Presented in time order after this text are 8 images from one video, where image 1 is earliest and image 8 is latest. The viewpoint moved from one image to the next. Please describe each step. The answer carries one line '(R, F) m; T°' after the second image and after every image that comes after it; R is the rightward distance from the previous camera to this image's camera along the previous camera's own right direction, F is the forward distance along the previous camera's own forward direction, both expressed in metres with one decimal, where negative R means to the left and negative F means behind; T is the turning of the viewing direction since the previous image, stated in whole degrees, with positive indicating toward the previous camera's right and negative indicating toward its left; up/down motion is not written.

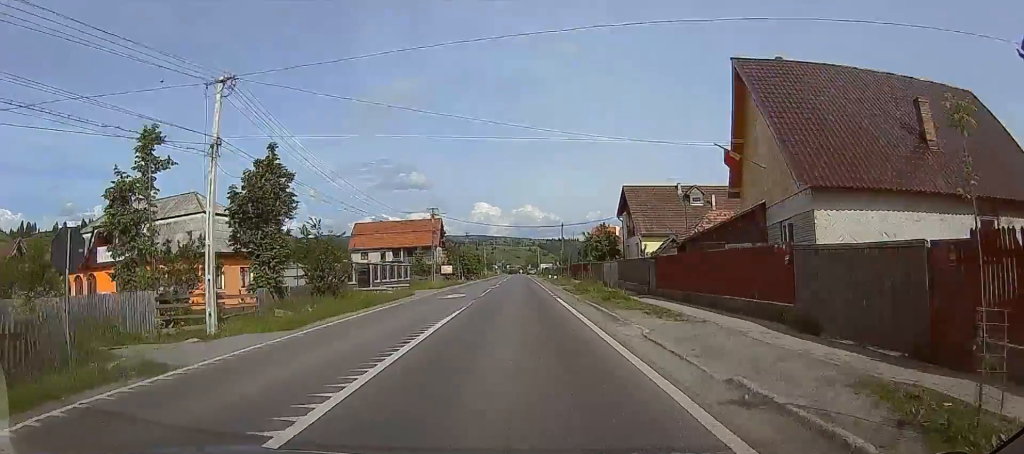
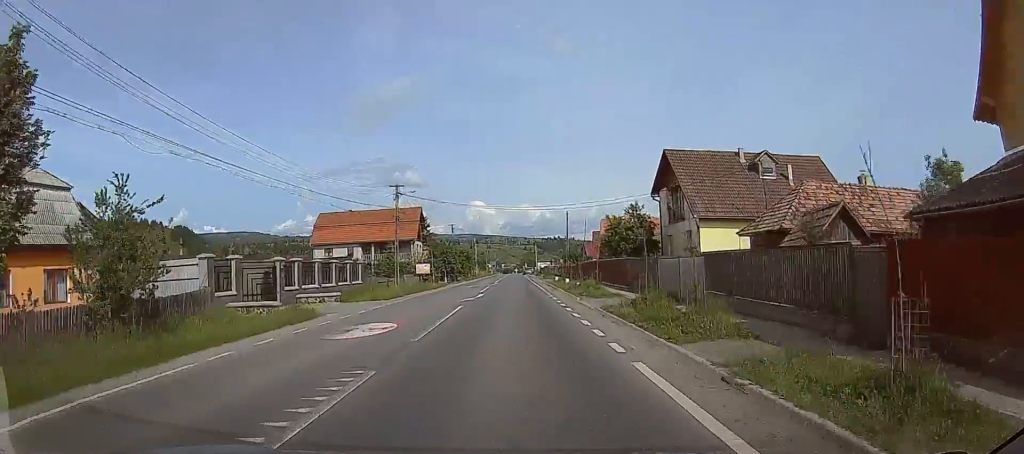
(0.0, +15.3) m; 0°
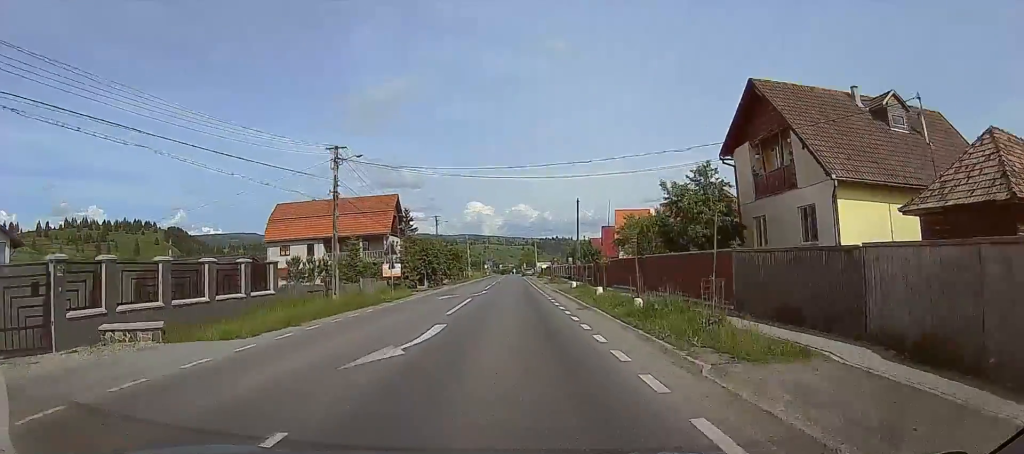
(0.0, +13.7) m; 0°
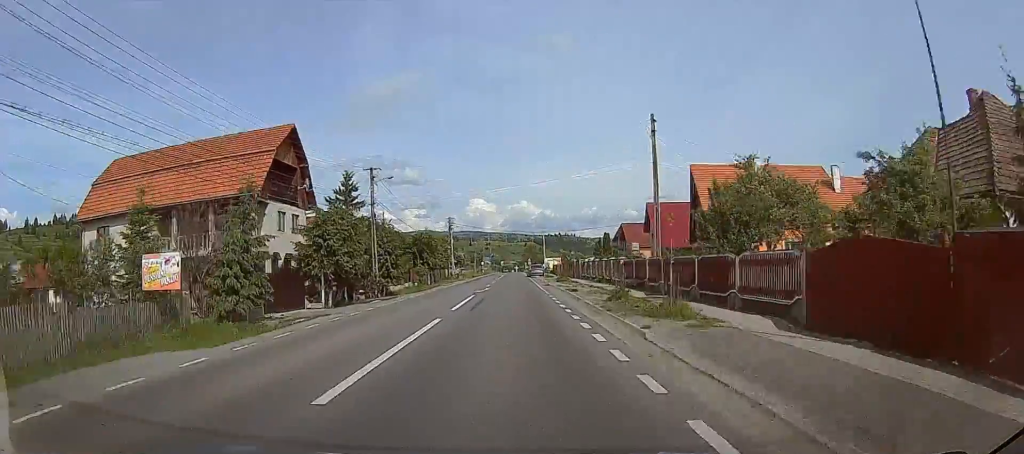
(0.0, +31.2) m; 0°
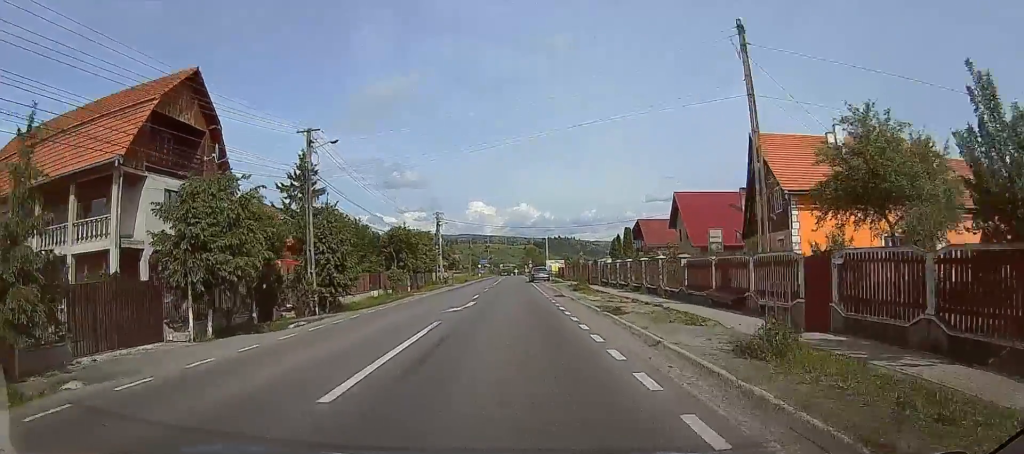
(0.0, +11.9) m; 0°
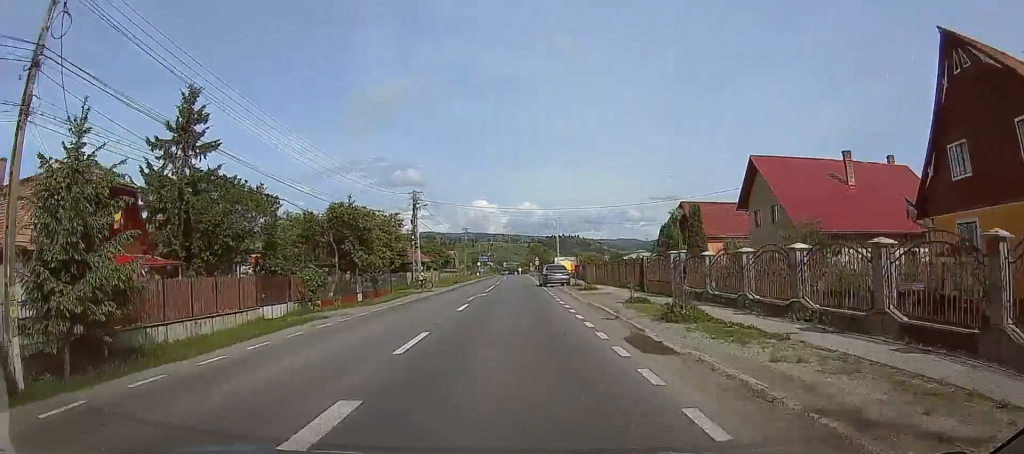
(0.0, +18.1) m; 0°
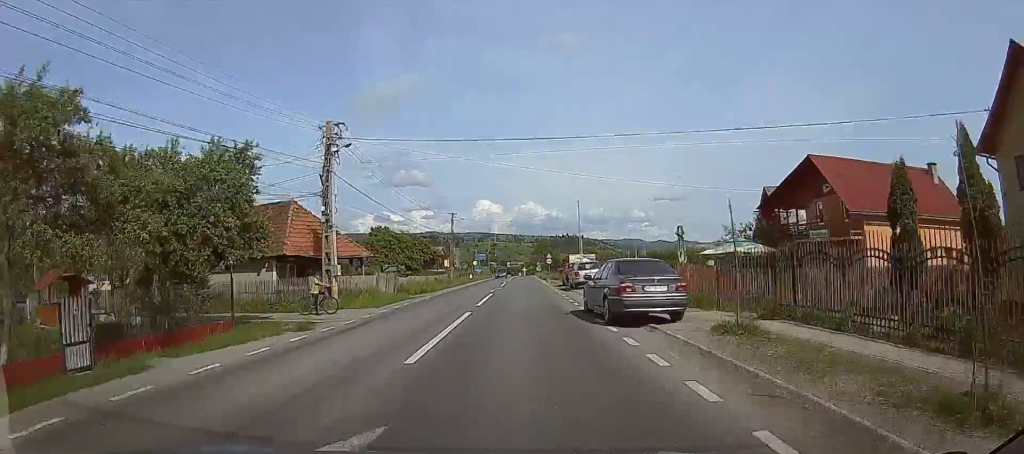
(0.0, +26.0) m; 0°
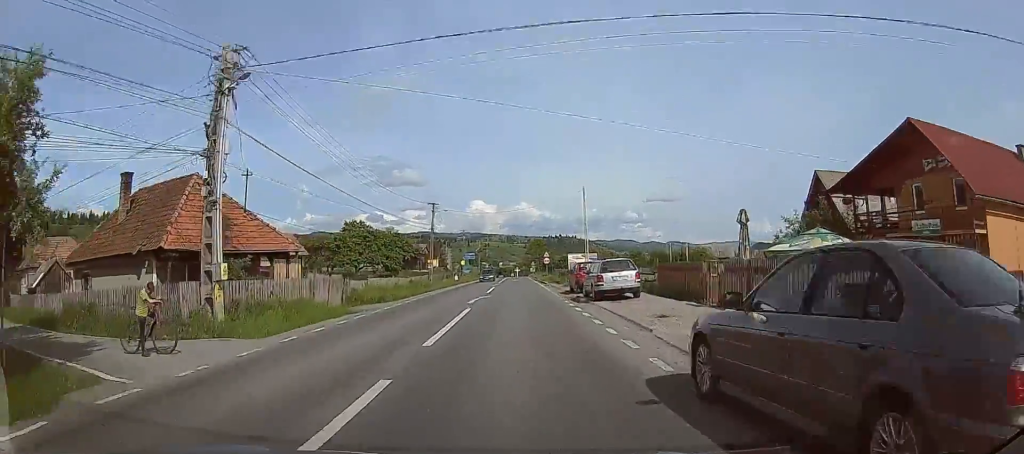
(0.0, +11.2) m; 0°
